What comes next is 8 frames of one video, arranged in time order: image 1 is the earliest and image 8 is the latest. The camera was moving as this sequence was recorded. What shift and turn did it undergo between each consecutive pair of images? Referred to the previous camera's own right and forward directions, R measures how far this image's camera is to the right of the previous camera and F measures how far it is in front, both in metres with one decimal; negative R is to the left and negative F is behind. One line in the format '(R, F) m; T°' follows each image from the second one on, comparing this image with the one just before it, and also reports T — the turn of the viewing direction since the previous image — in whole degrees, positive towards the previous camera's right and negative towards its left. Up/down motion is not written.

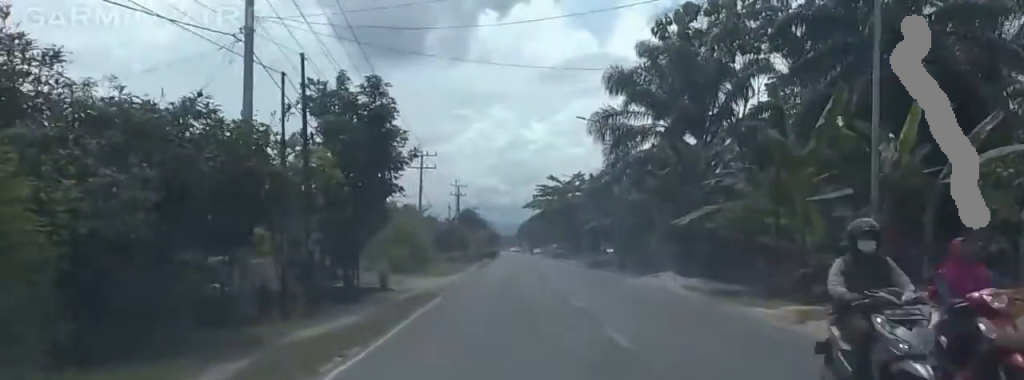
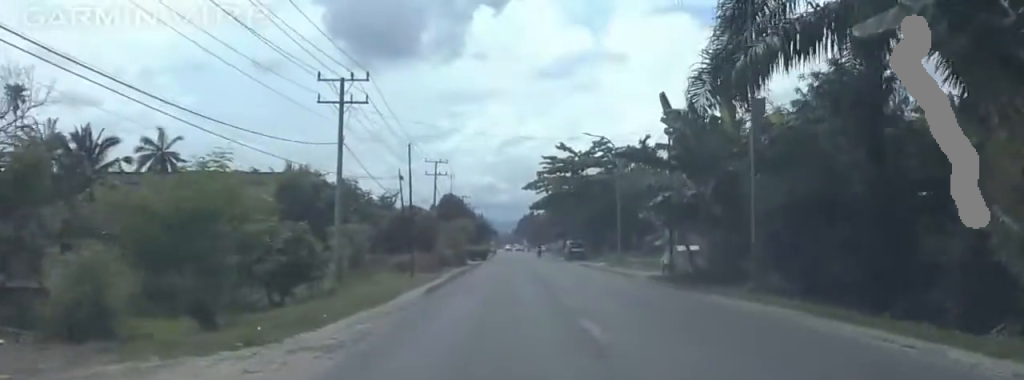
(0.0, +33.2) m; 0°
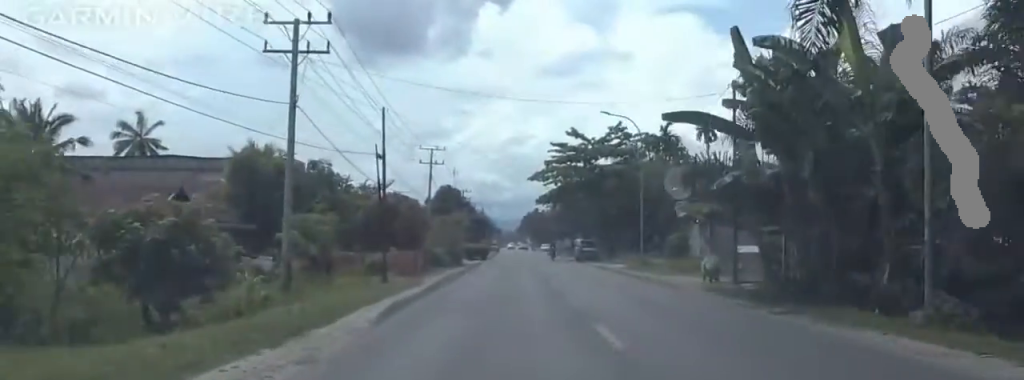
(0.0, +9.8) m; 0°
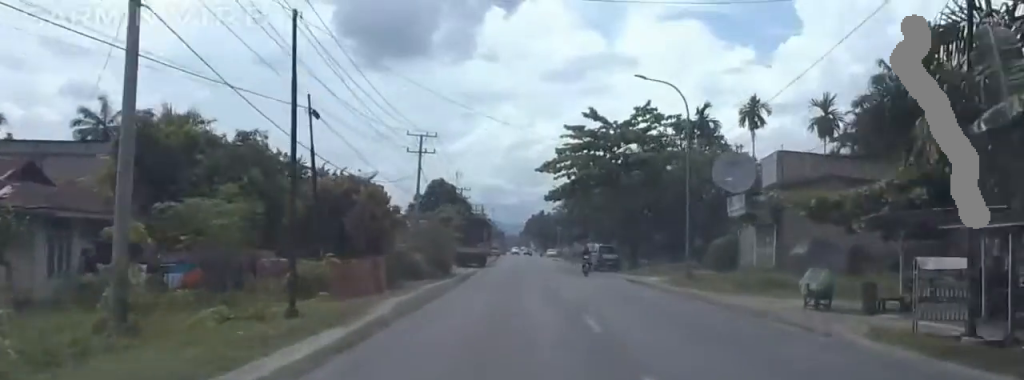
(0.0, +13.4) m; 0°
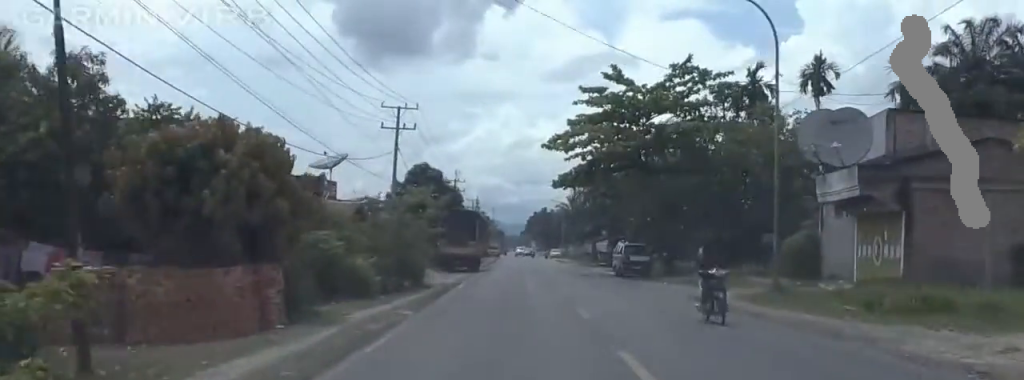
(0.0, +14.0) m; 0°
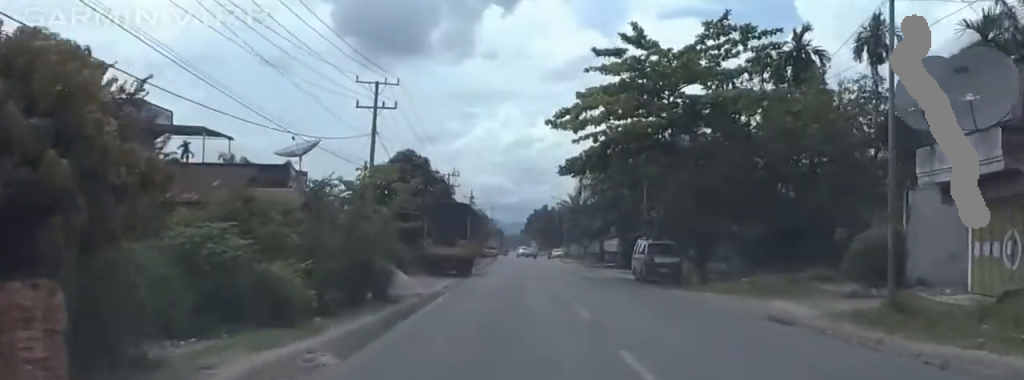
(0.0, +8.5) m; 0°
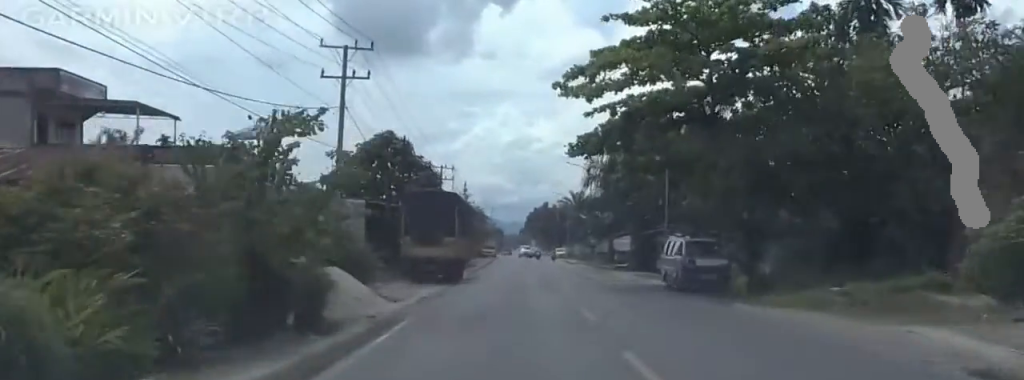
(0.0, +8.5) m; -2°
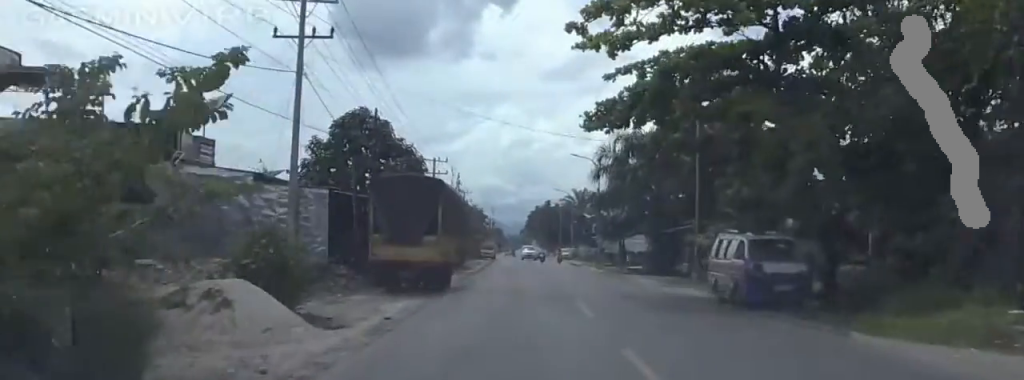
(+0.2, +7.9) m; -2°
